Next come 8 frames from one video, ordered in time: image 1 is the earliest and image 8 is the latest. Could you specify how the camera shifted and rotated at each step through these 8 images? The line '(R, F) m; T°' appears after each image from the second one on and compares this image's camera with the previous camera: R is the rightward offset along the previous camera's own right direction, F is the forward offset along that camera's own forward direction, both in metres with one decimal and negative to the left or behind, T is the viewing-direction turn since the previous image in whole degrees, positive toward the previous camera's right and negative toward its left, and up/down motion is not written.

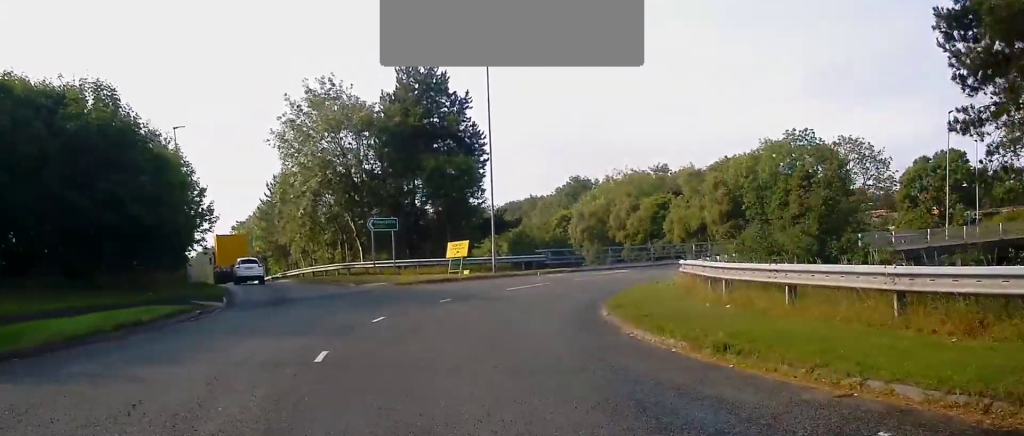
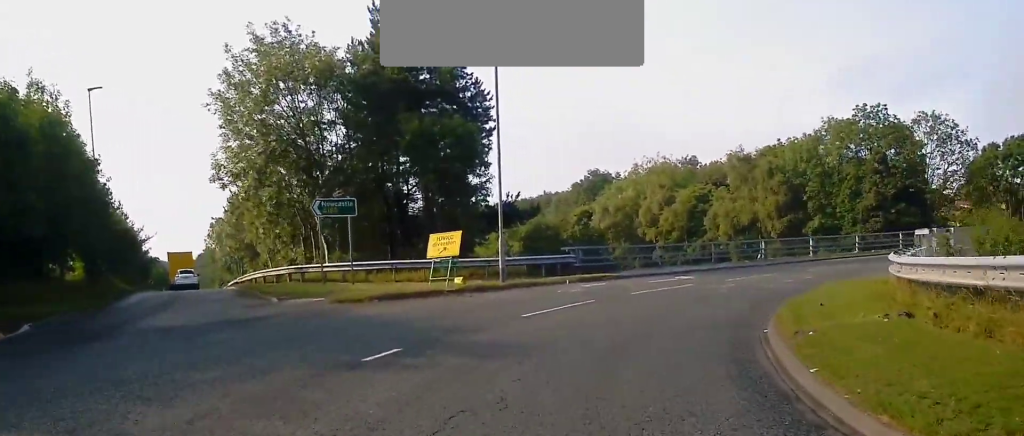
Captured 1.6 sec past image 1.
(-1.5, +12.0) m; -5°
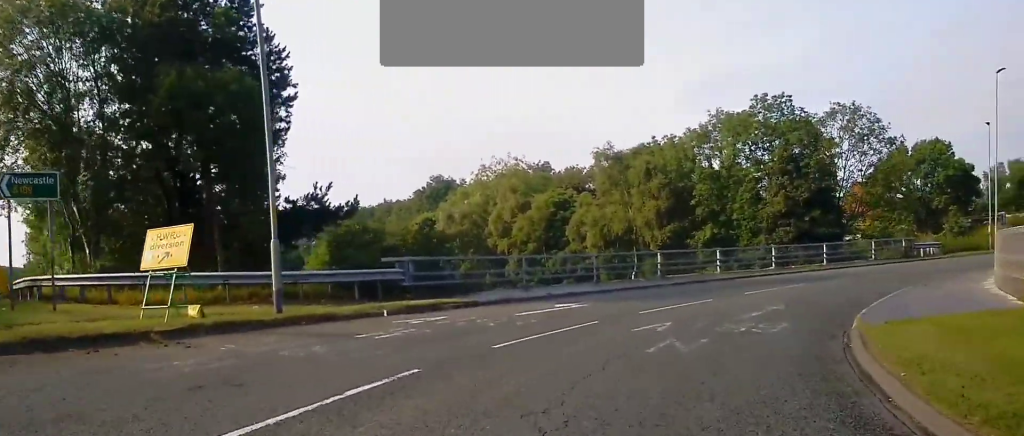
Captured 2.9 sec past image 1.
(+0.7, +9.8) m; +9°
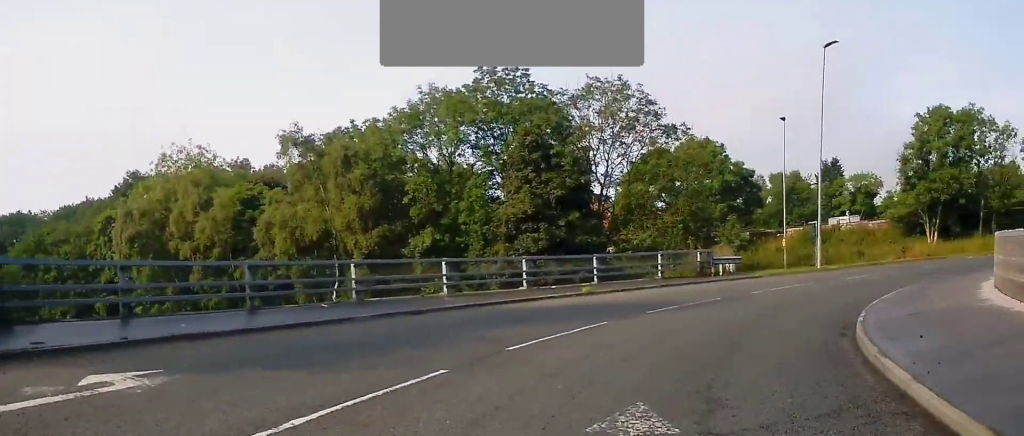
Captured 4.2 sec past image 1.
(+0.9, +10.8) m; +16°
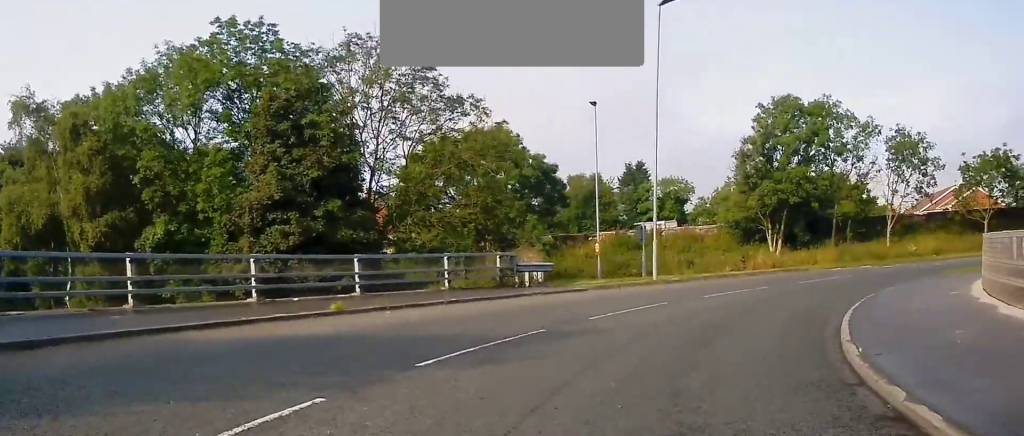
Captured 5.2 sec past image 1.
(+1.2, +7.7) m; +15°
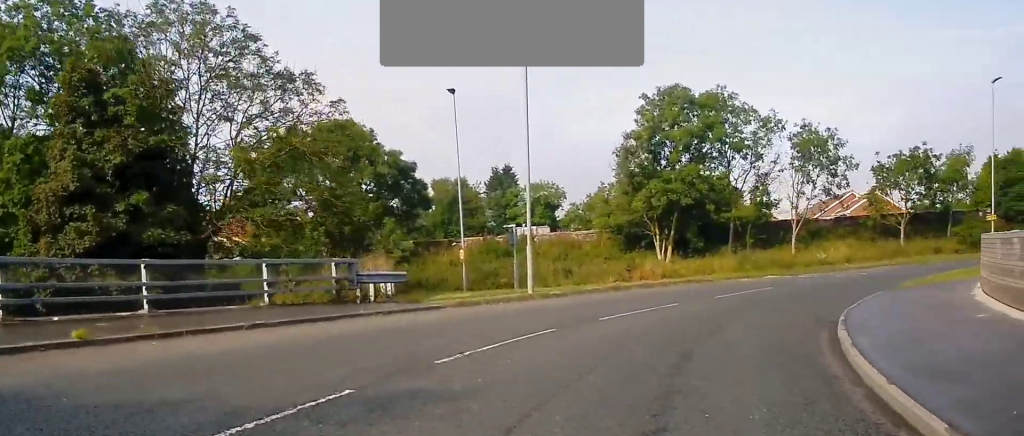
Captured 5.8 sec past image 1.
(+0.5, +5.2) m; +9°
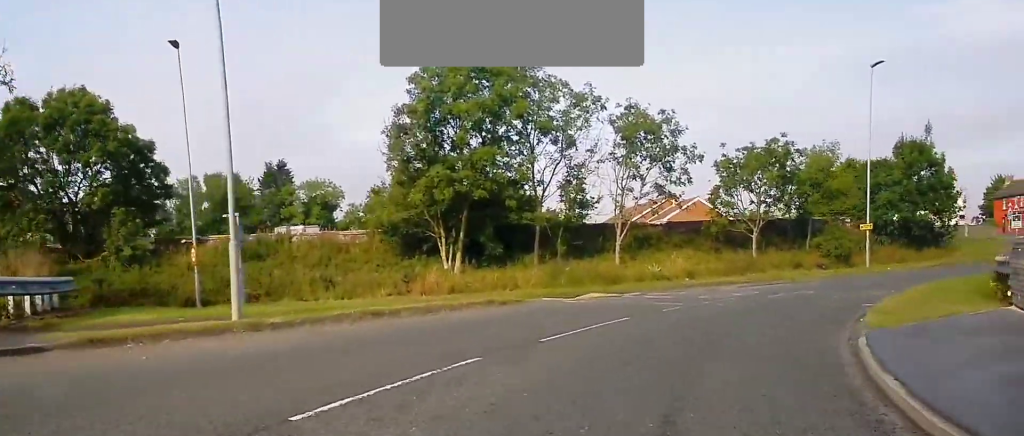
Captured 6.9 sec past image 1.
(+1.1, +8.6) m; +14°
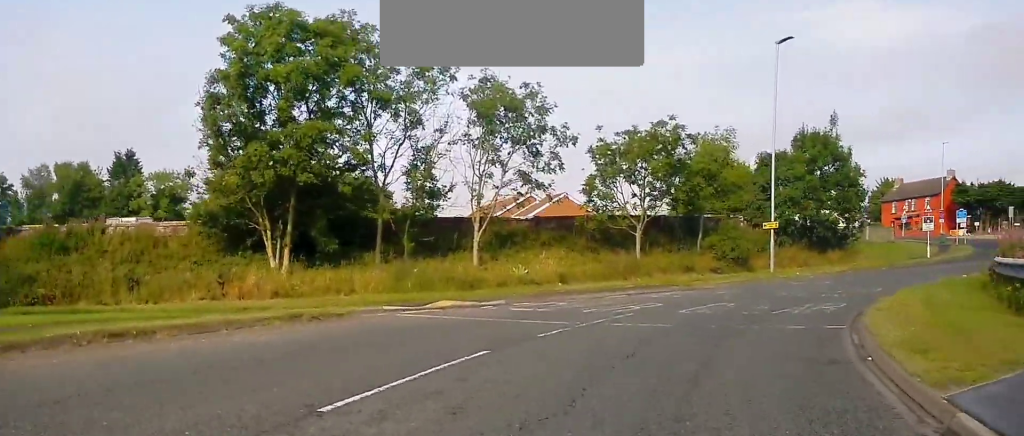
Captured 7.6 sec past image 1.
(+0.4, +5.5) m; +10°
